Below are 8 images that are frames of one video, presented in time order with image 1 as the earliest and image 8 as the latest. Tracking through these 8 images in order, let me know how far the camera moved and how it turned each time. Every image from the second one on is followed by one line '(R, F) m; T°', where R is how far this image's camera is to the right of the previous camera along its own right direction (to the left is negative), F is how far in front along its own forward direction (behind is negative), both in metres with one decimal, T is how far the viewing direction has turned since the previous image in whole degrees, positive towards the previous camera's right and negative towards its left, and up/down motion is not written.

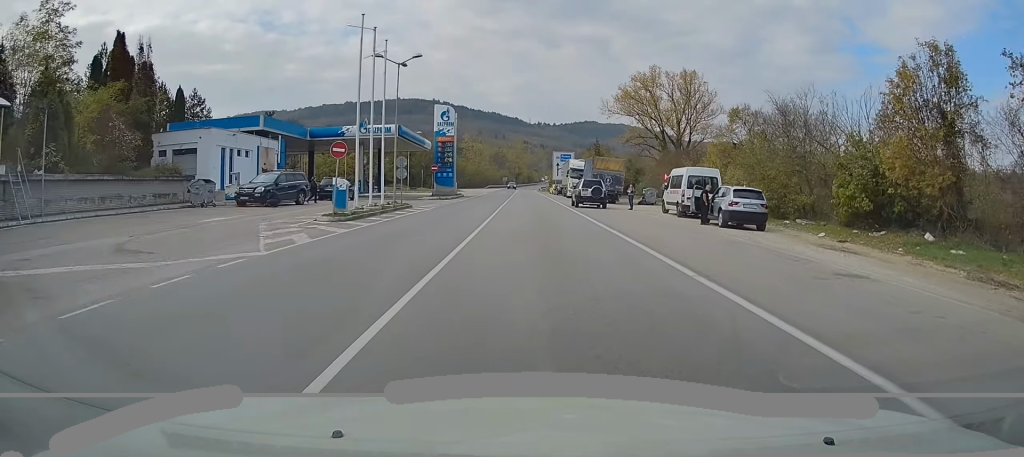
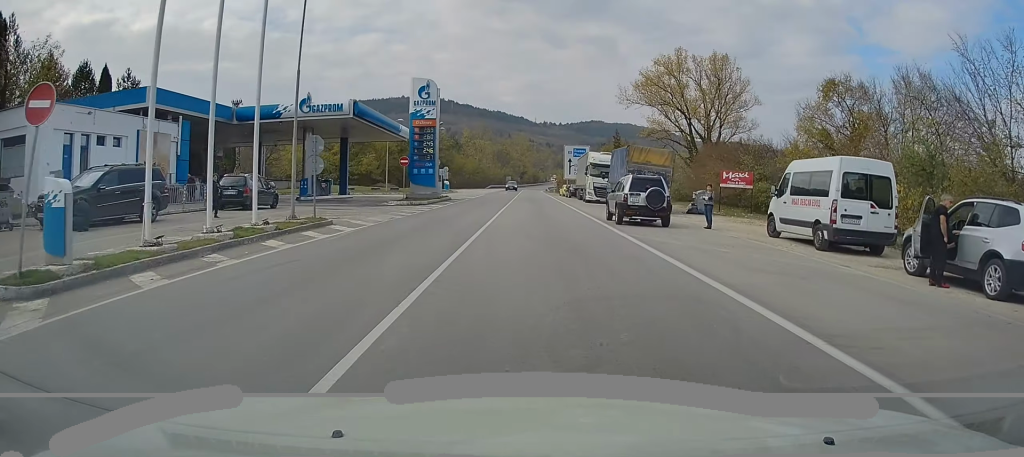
(+0.1, +15.2) m; 0°
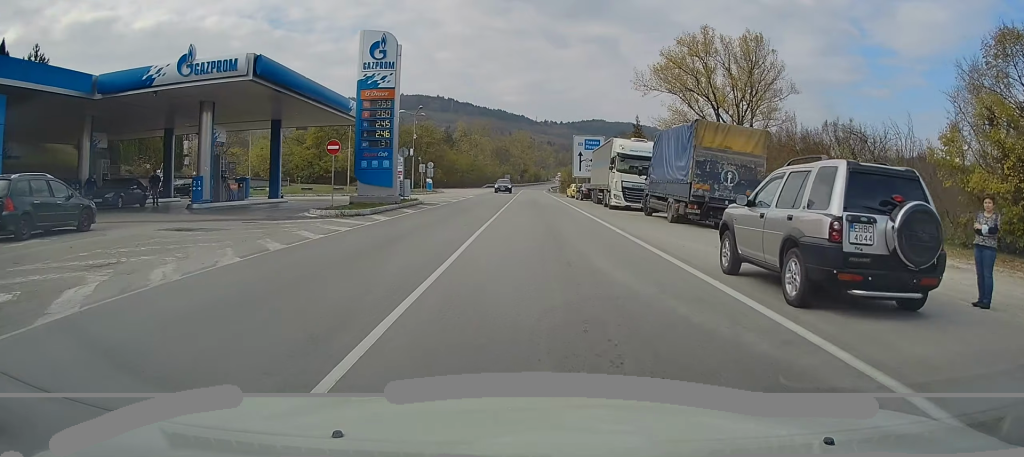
(-0.3, +14.4) m; -2°
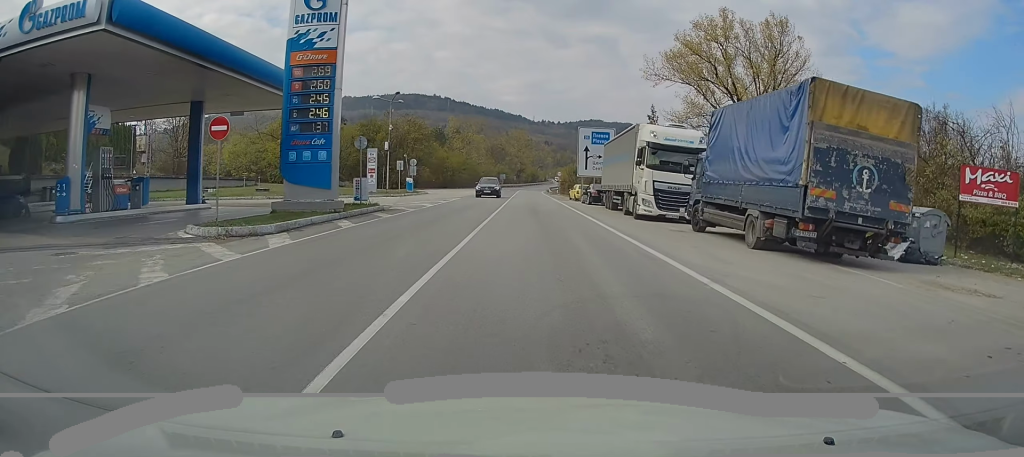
(-0.1, +9.5) m; +1°
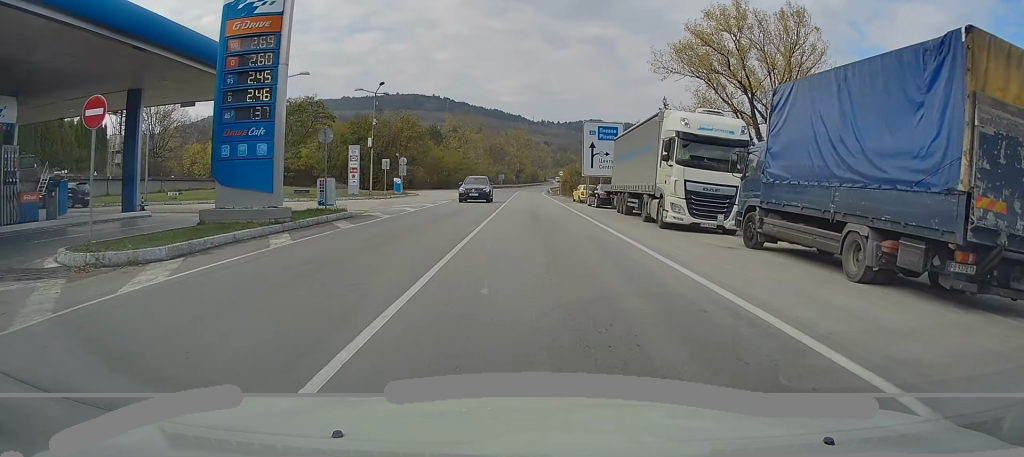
(-0.1, +5.2) m; +1°
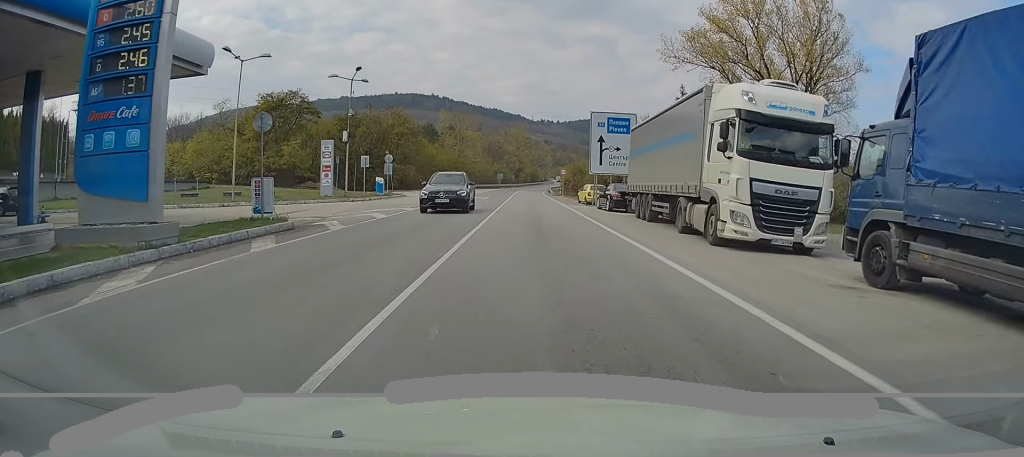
(+0.2, +6.1) m; +1°
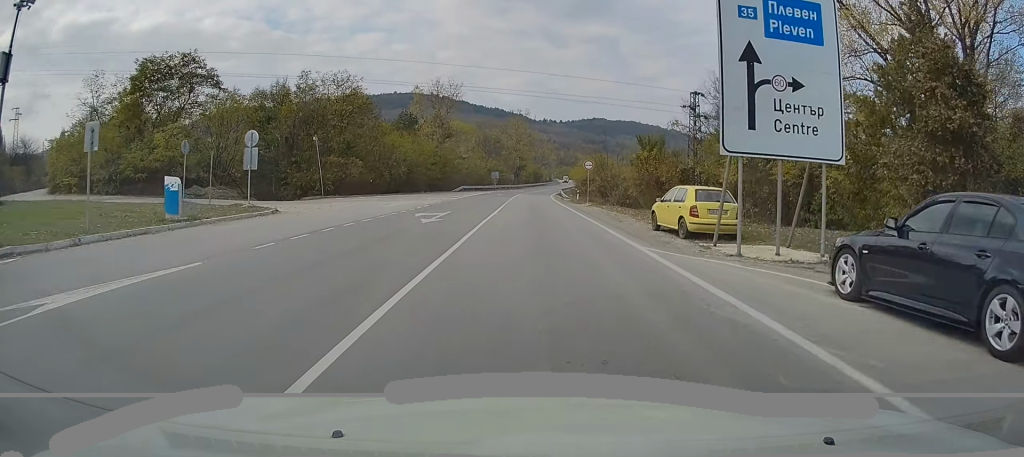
(-0.4, +28.4) m; -2°
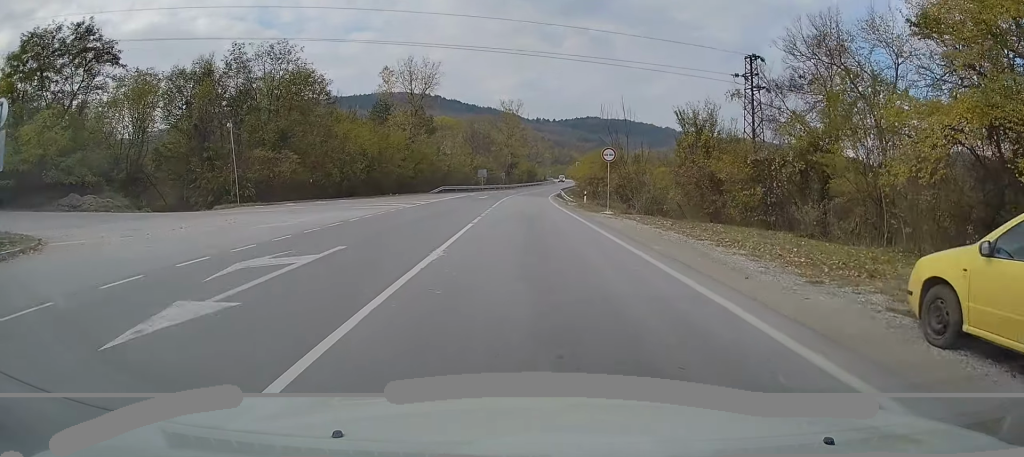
(+0.2, +14.8) m; +1°
